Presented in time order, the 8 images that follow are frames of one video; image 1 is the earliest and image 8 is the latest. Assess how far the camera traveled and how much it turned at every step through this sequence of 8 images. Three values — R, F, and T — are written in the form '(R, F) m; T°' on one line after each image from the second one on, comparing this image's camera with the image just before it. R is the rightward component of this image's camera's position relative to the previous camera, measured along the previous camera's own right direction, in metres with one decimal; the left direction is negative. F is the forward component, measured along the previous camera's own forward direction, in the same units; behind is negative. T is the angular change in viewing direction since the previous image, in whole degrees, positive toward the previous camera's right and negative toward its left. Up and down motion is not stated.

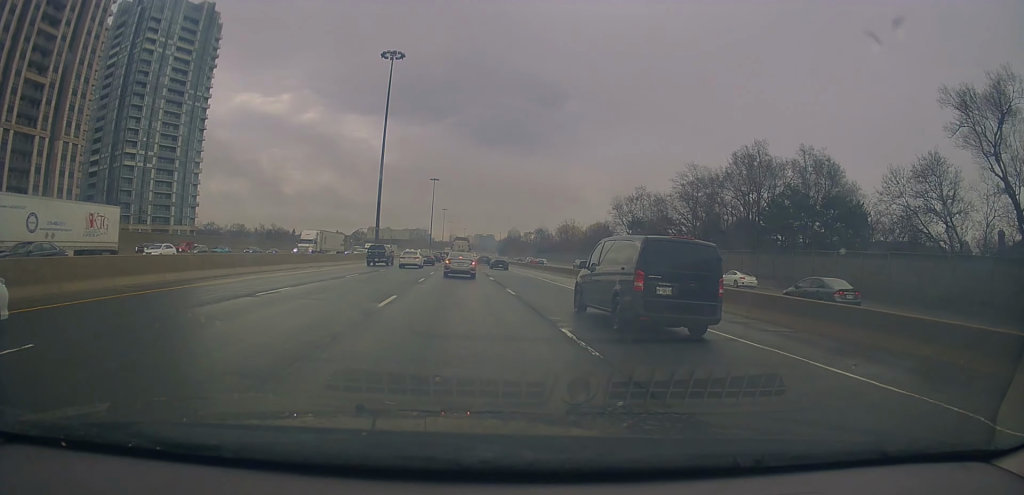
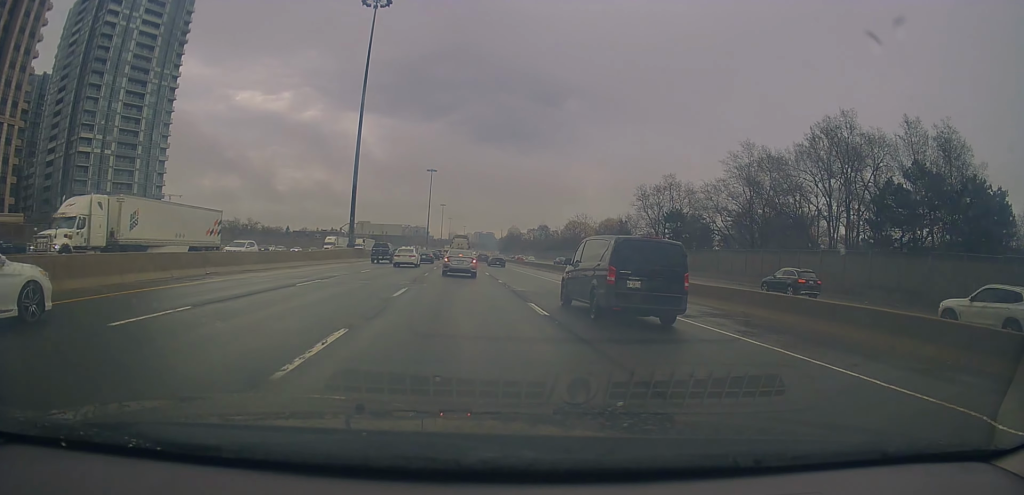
(+1.8, +18.9) m; +4°
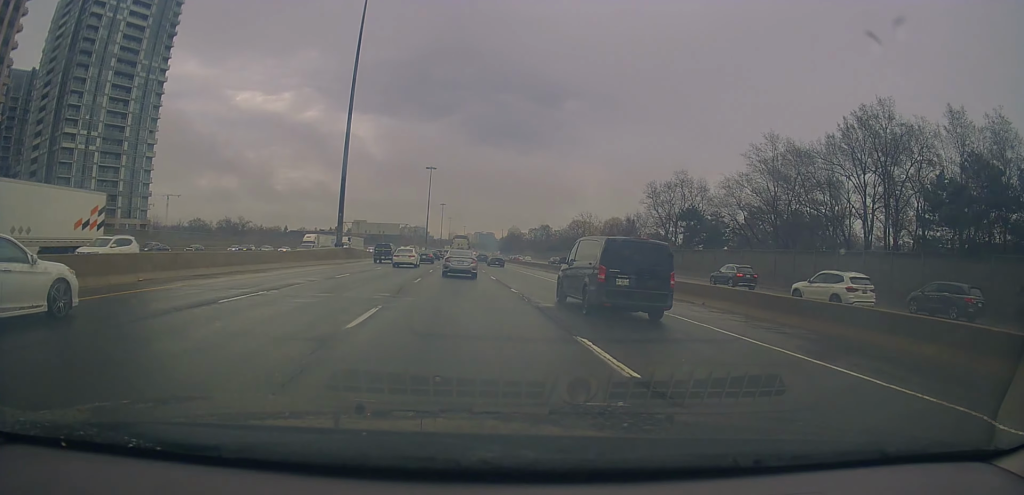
(+0.2, +6.7) m; -2°
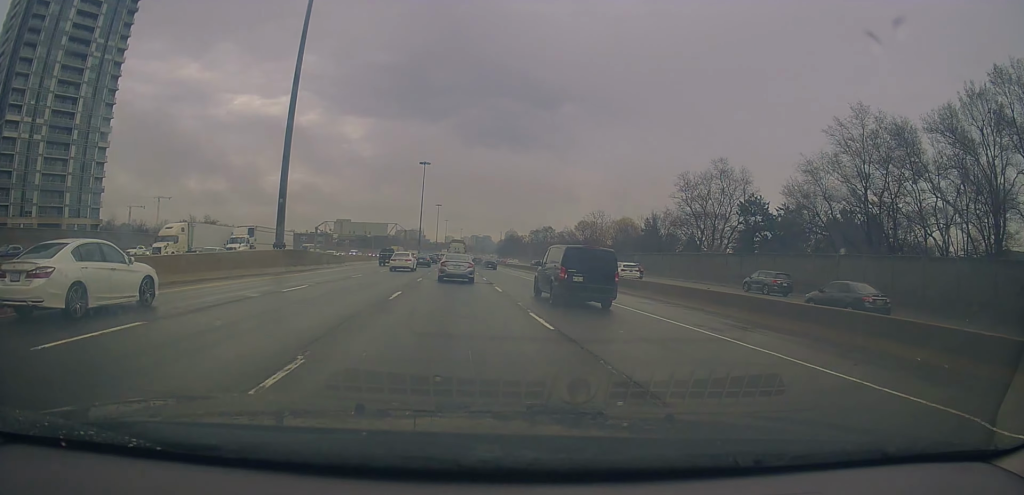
(-0.7, +19.1) m; +1°
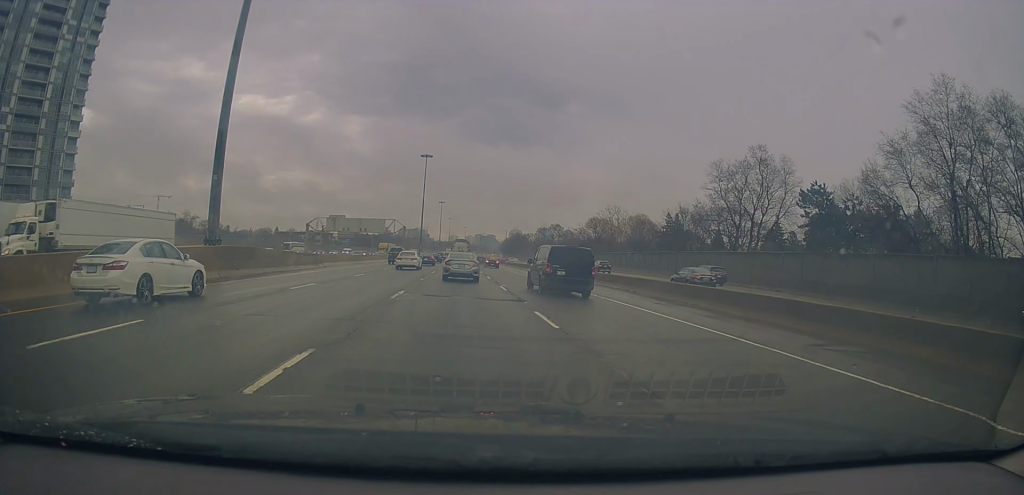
(+0.1, +11.8) m; +1°
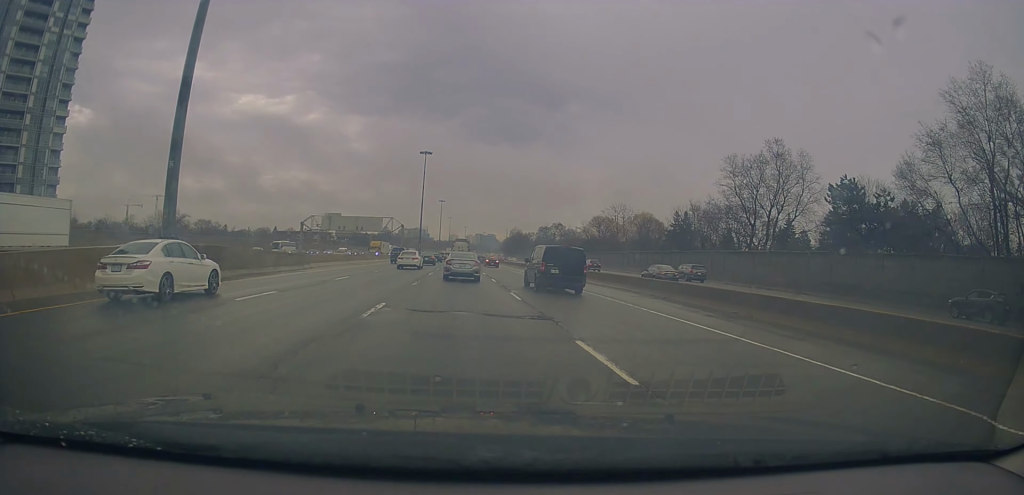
(0.0, +4.7) m; -1°
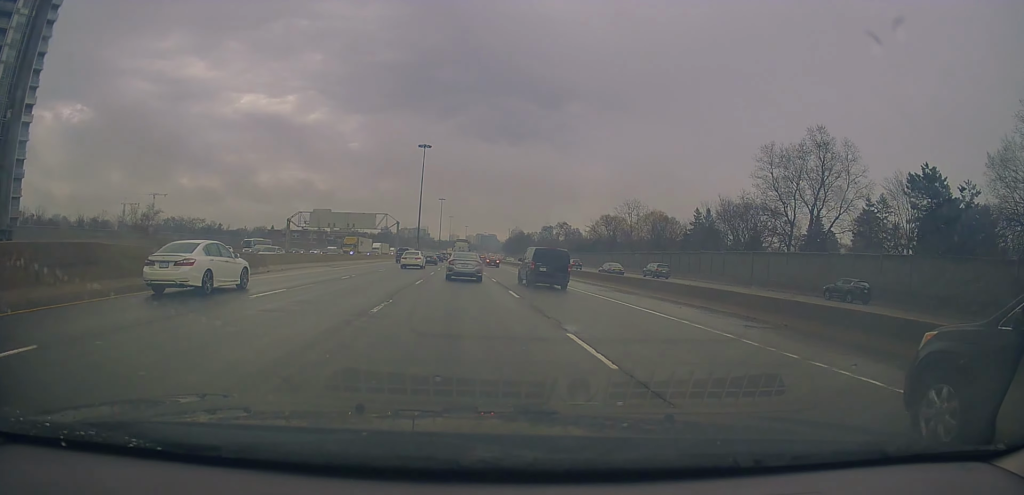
(-0.2, +10.2) m; -1°
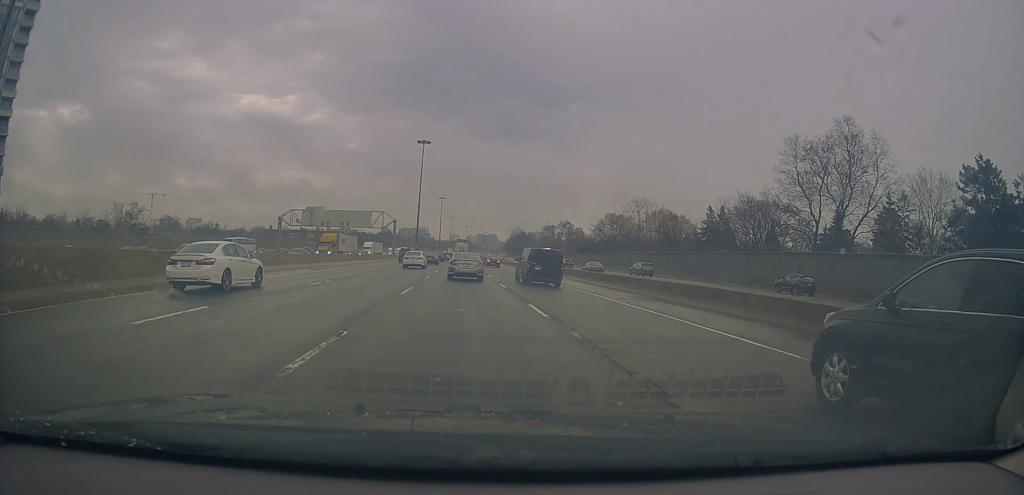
(-0.3, +5.9) m; +1°
